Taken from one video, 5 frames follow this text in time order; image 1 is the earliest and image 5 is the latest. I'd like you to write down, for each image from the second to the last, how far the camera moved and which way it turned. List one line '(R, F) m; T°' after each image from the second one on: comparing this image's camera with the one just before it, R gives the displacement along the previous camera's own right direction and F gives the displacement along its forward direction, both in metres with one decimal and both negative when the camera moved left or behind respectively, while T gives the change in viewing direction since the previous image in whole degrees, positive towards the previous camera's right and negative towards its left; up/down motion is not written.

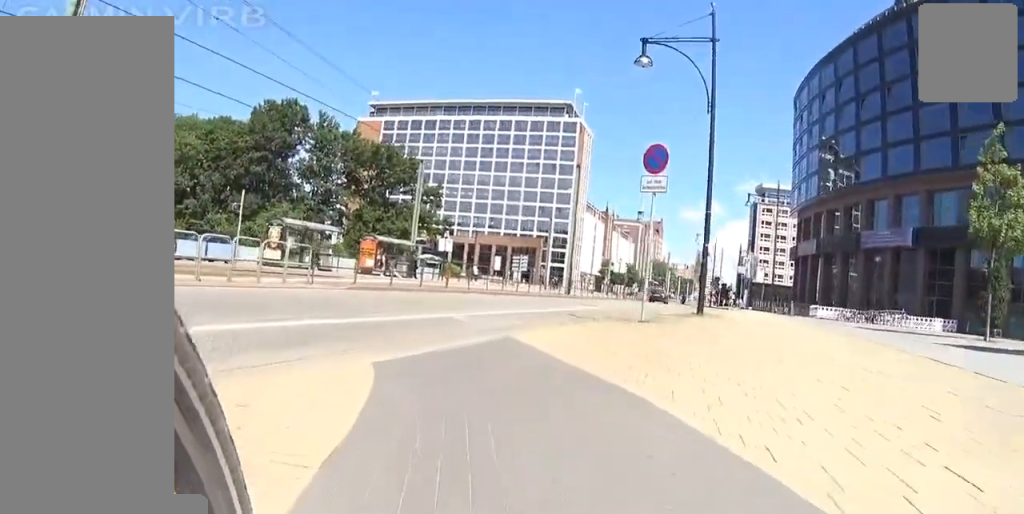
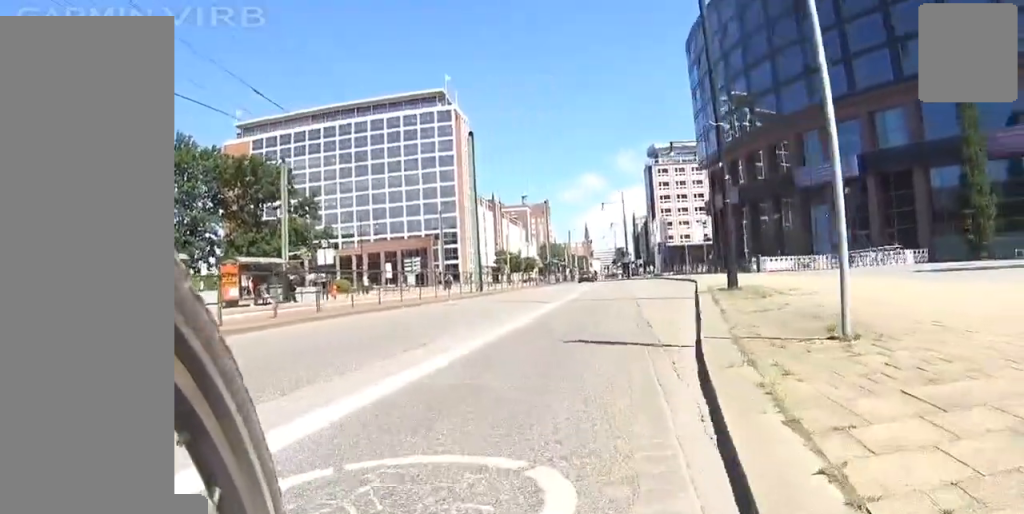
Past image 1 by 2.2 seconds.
(+0.4, +7.9) m; +20°
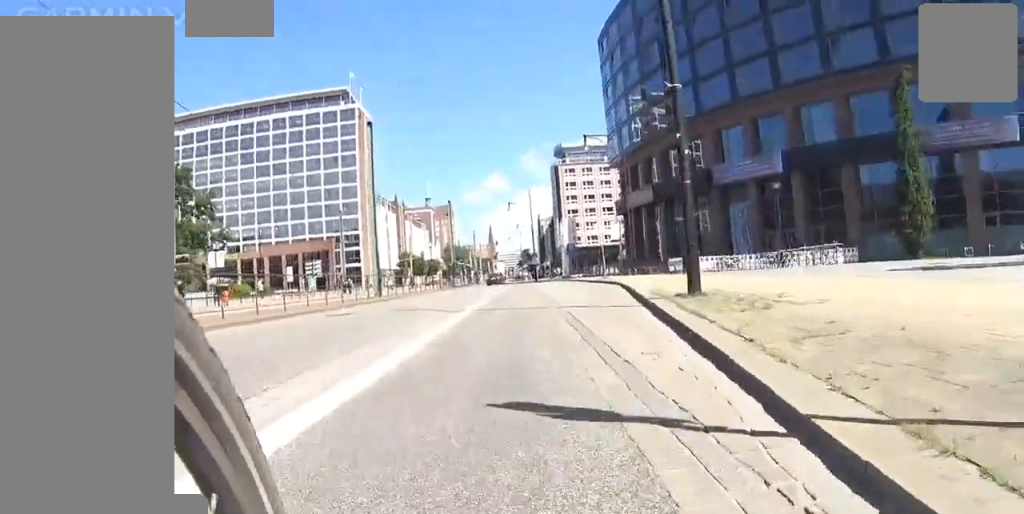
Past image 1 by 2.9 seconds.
(+0.1, +2.8) m; +2°
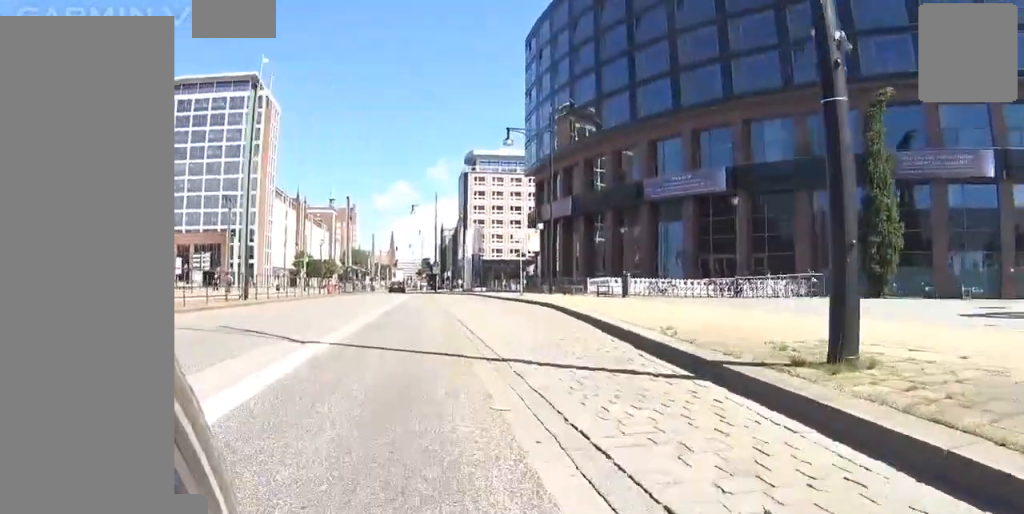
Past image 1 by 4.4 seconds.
(0.0, +5.7) m; 0°
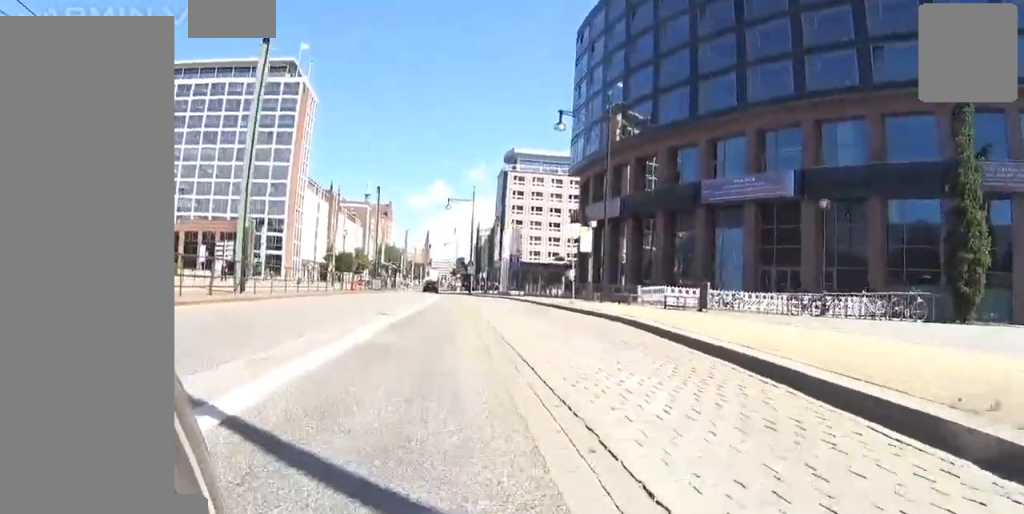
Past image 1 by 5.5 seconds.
(0.0, +4.5) m; 0°
